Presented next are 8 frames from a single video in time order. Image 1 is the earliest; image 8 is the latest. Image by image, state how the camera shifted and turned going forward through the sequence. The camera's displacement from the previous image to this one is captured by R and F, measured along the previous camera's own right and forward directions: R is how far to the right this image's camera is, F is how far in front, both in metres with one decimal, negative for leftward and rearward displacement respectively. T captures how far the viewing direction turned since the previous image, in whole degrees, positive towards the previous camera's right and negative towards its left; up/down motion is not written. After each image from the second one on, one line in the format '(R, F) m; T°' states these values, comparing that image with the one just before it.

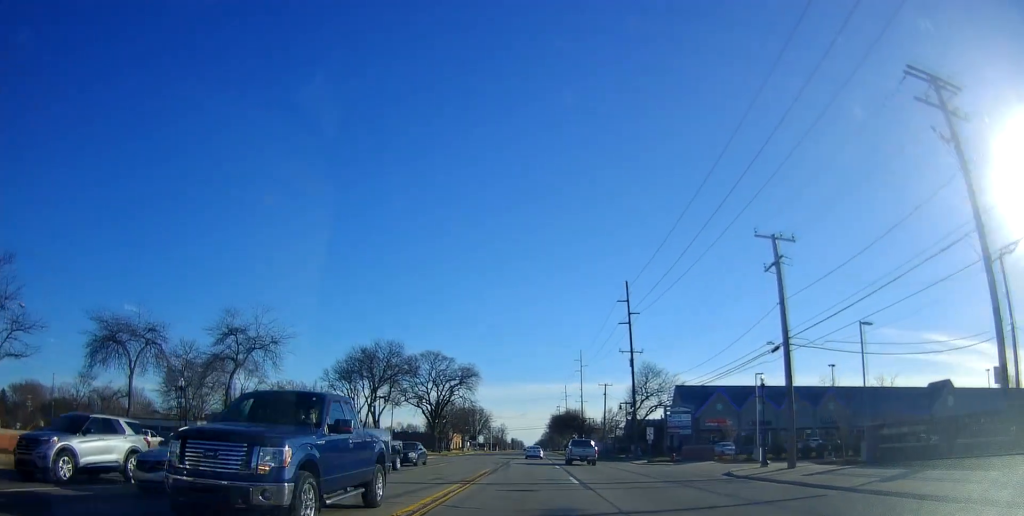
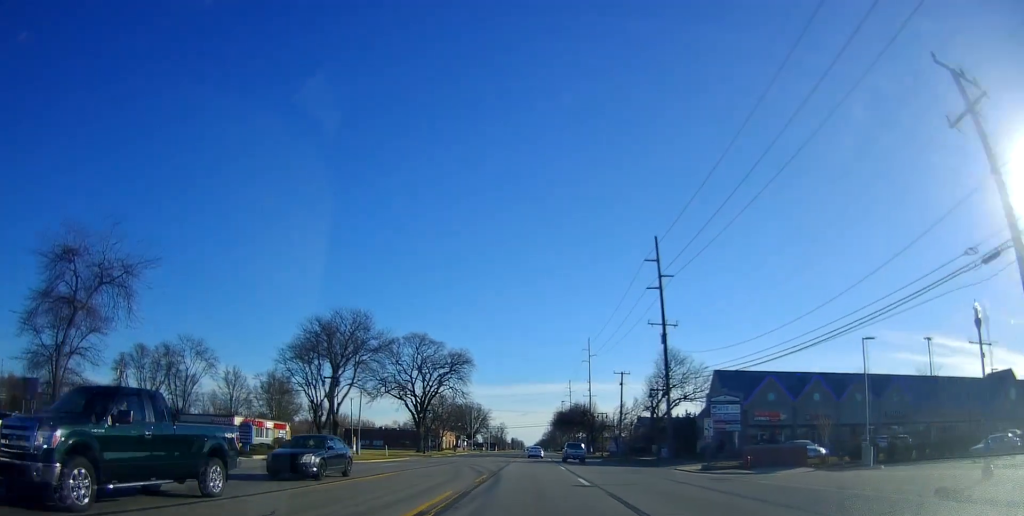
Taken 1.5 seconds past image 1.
(+0.7, +16.4) m; +4°
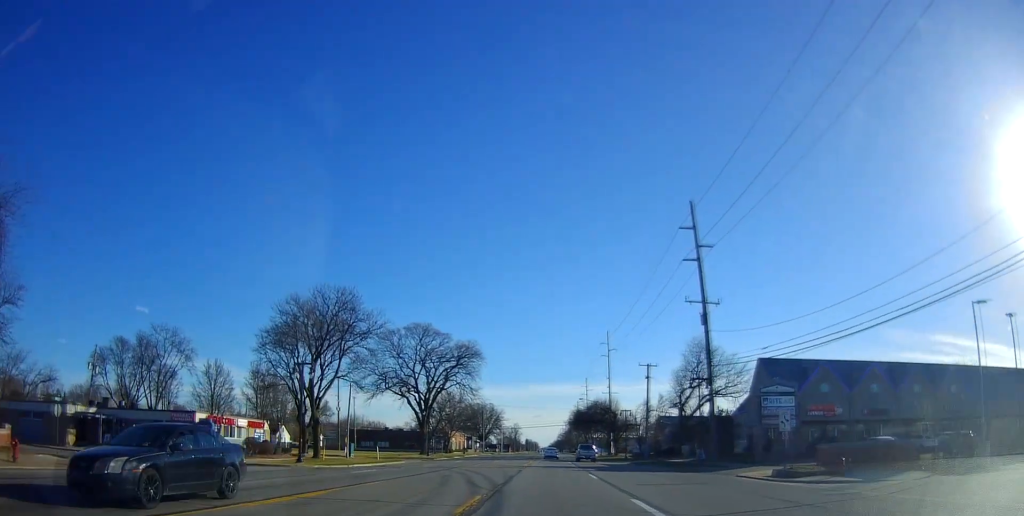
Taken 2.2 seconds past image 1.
(-0.1, +9.6) m; -2°
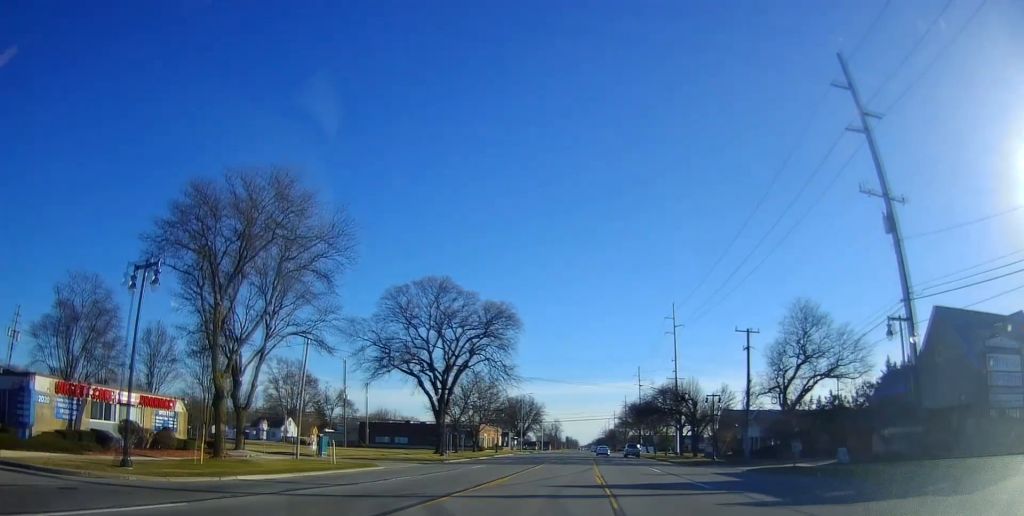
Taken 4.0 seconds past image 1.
(-0.9, +22.4) m; -3°
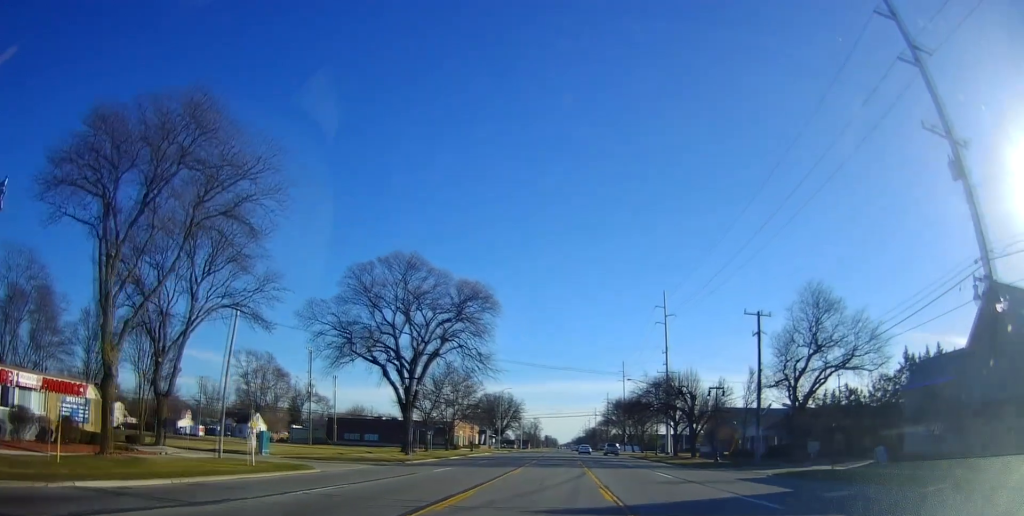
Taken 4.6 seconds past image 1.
(0.0, +7.5) m; 0°
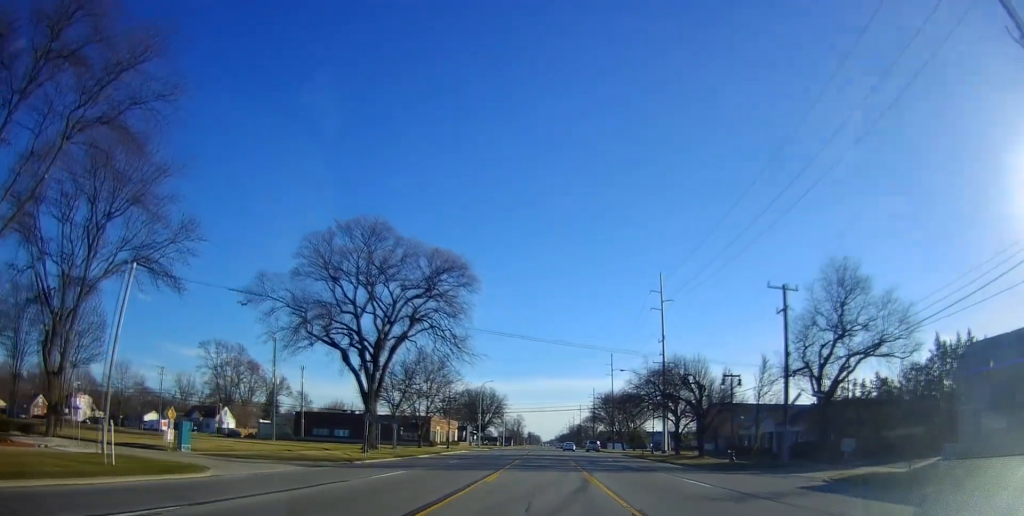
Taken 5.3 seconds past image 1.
(+0.2, +8.1) m; 0°
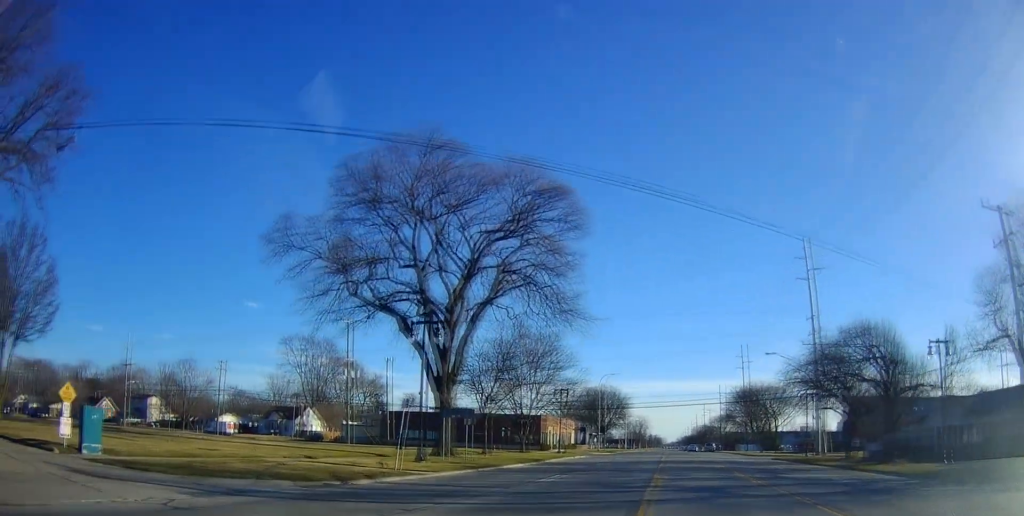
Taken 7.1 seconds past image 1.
(-0.8, +17.0) m; -11°
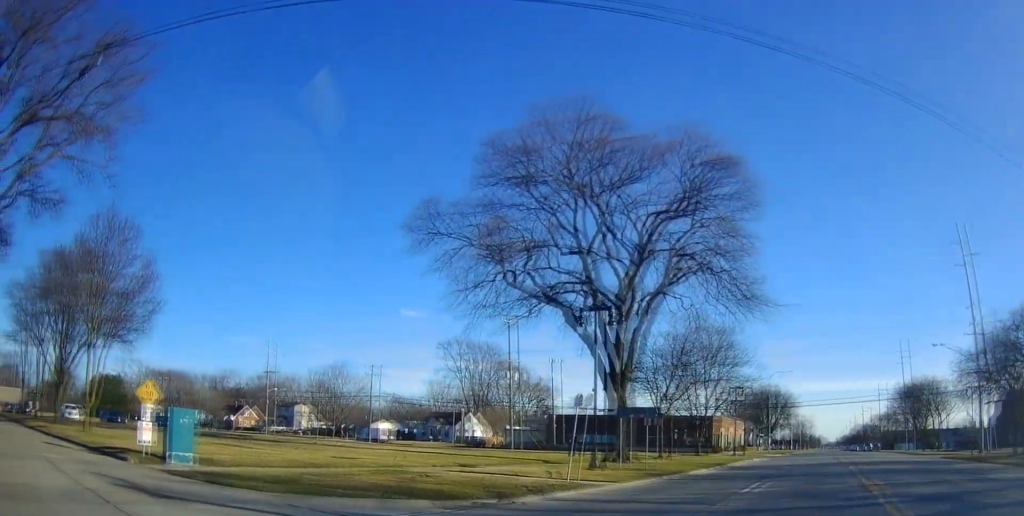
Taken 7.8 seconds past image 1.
(-0.2, +4.9) m; -13°
